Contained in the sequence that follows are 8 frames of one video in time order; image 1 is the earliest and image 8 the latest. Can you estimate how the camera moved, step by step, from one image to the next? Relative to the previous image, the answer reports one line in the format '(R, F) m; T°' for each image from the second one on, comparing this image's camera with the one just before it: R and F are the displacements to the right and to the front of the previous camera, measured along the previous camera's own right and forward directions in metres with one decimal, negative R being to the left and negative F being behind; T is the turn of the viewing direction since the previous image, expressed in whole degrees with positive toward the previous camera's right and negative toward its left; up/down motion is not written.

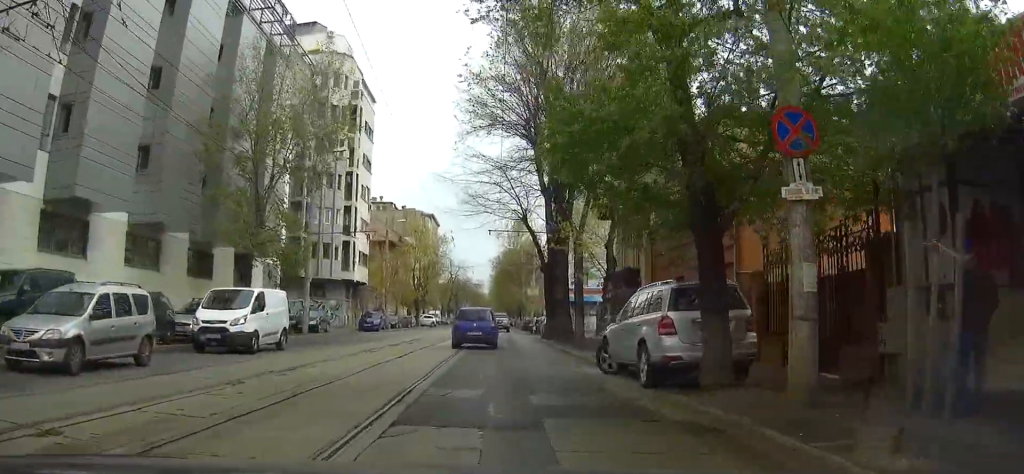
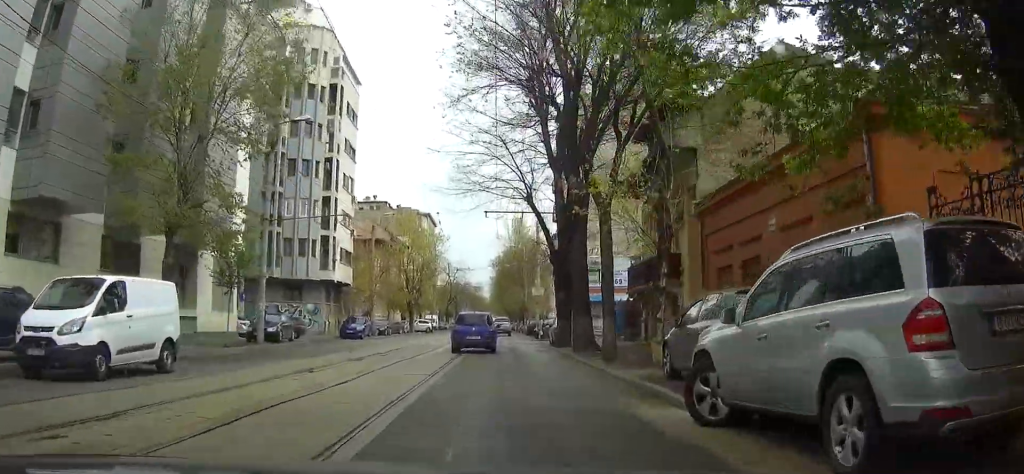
(-0.1, +7.9) m; -1°
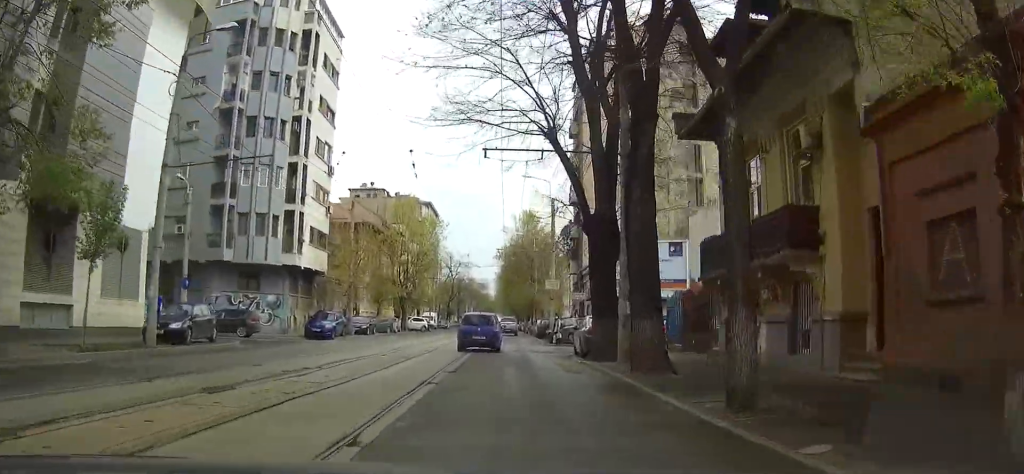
(0.0, +11.3) m; 0°
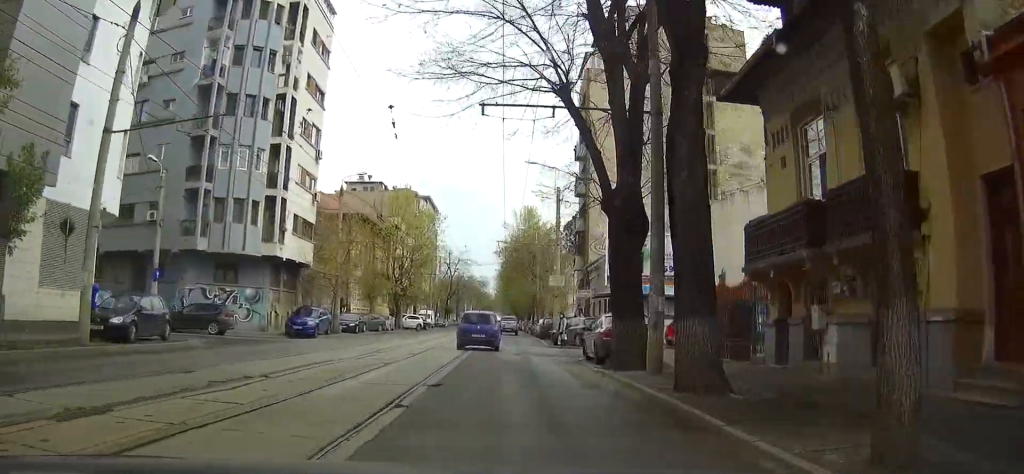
(0.0, +3.9) m; 0°
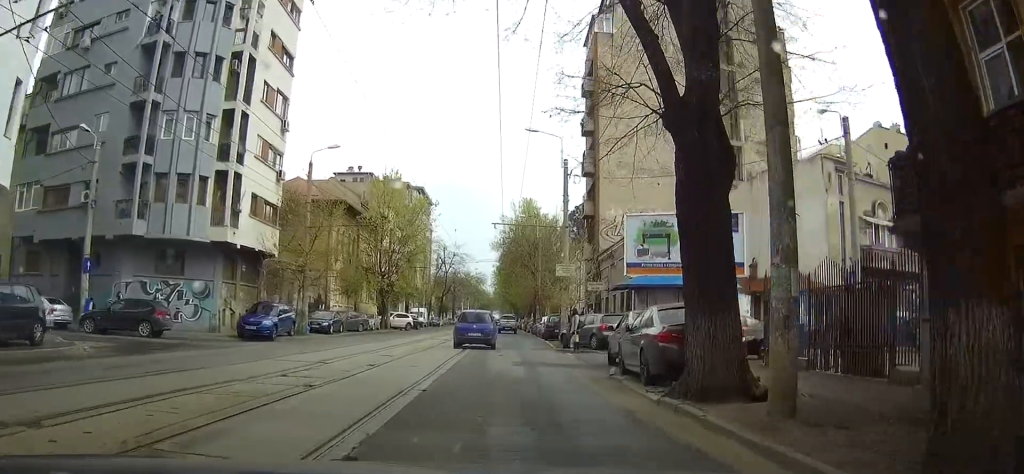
(0.0, +7.1) m; 0°
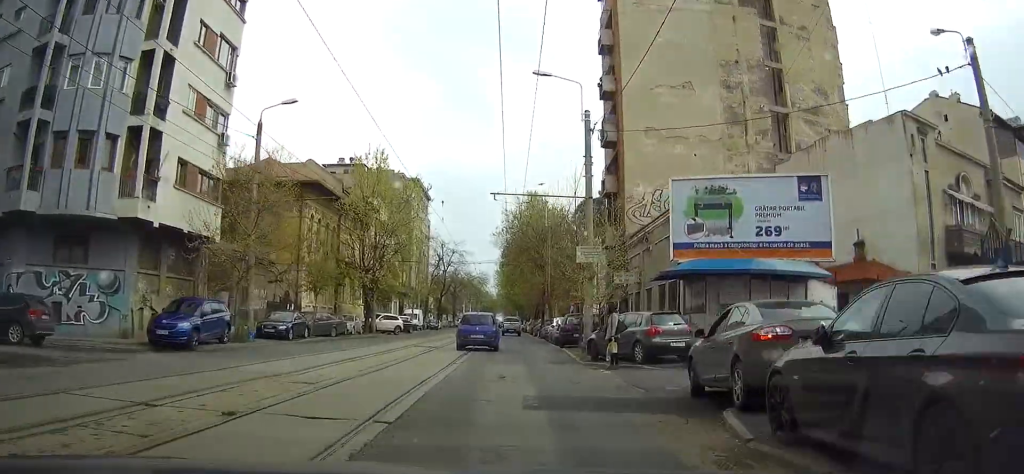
(0.0, +9.1) m; -1°
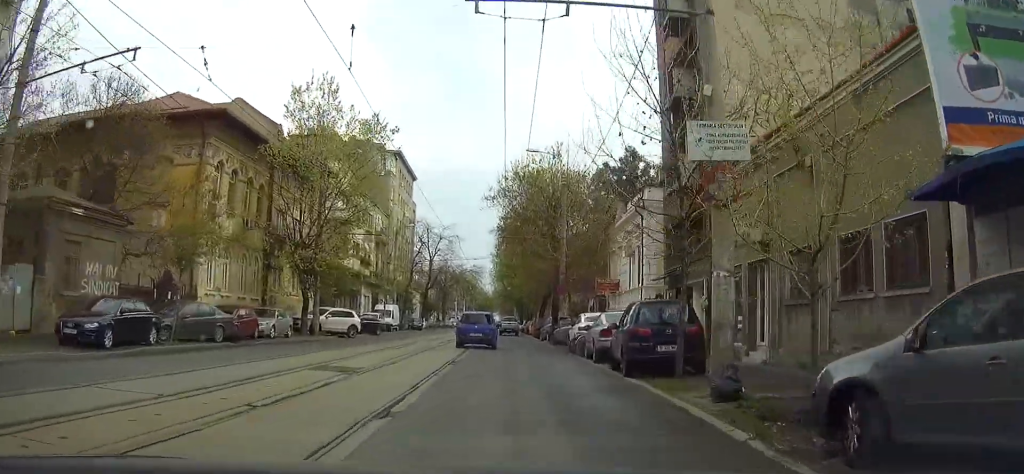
(-0.1, +17.6) m; 0°
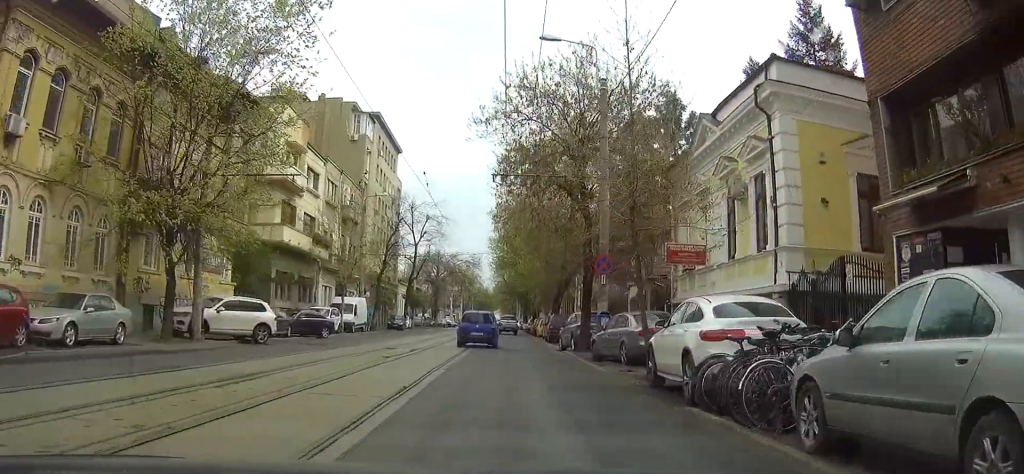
(+0.2, +16.7) m; +1°
